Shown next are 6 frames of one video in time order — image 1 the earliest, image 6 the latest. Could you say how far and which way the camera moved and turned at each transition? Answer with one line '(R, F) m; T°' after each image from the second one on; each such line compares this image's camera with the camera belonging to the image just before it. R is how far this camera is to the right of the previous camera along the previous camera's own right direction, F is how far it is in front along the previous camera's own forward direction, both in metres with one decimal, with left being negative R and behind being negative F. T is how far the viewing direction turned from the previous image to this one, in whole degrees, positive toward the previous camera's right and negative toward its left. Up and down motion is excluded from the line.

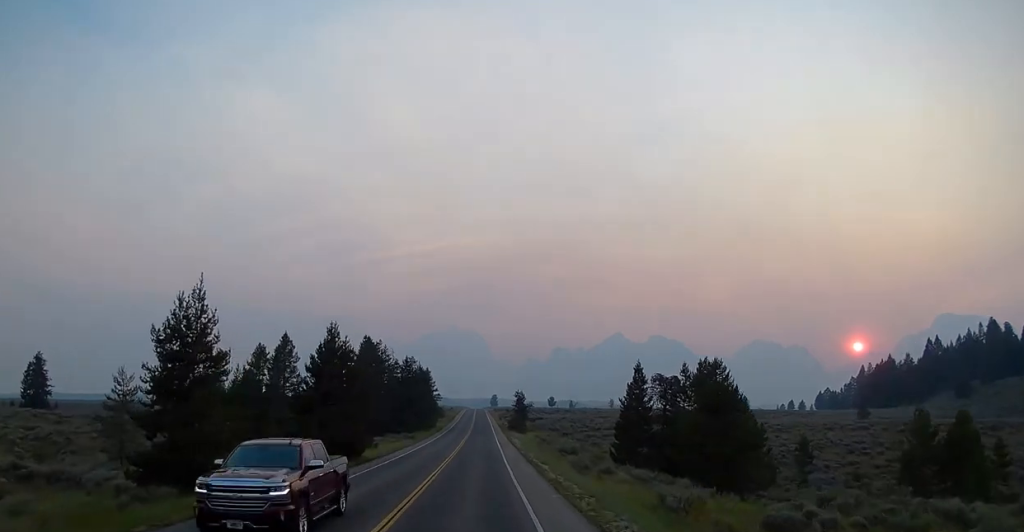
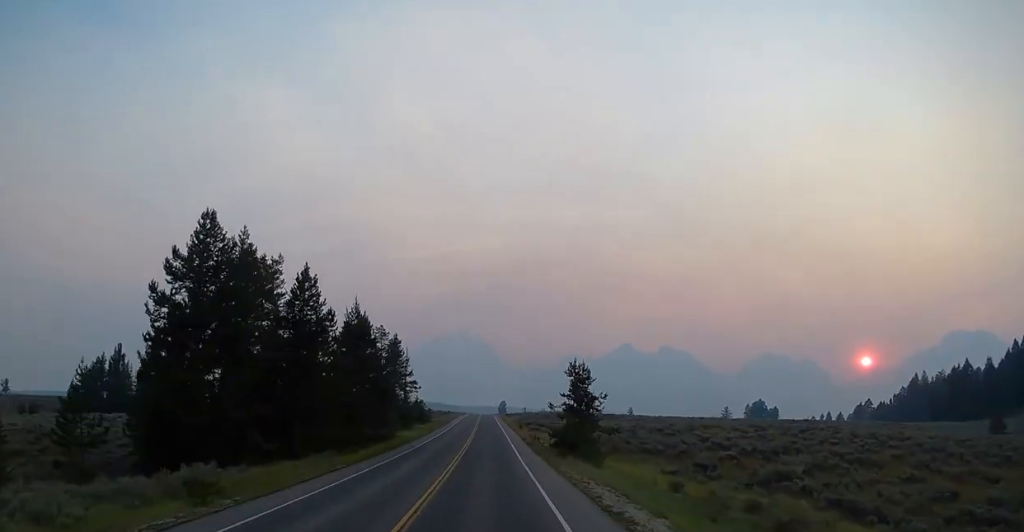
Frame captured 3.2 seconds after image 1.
(+0.4, +58.9) m; 0°
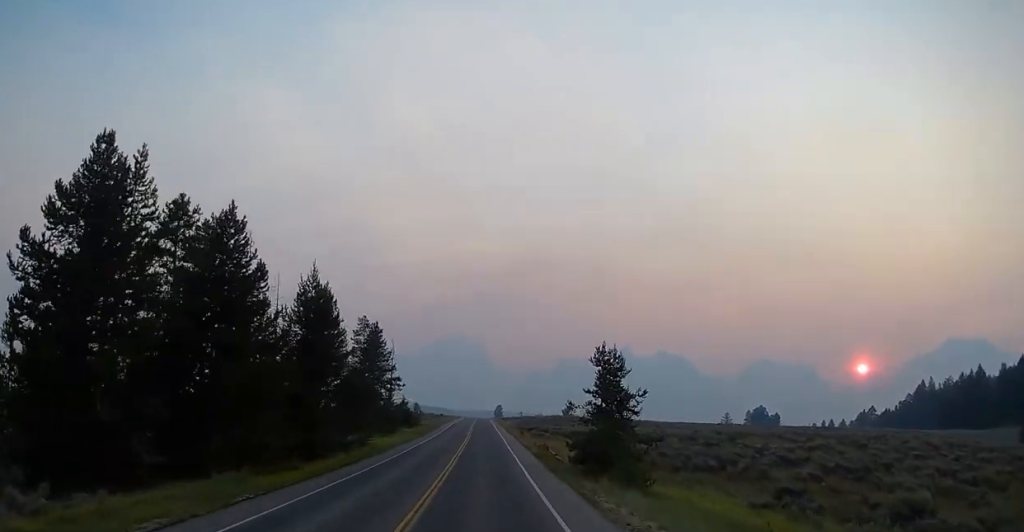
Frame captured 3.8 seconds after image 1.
(0.0, +11.2) m; 0°
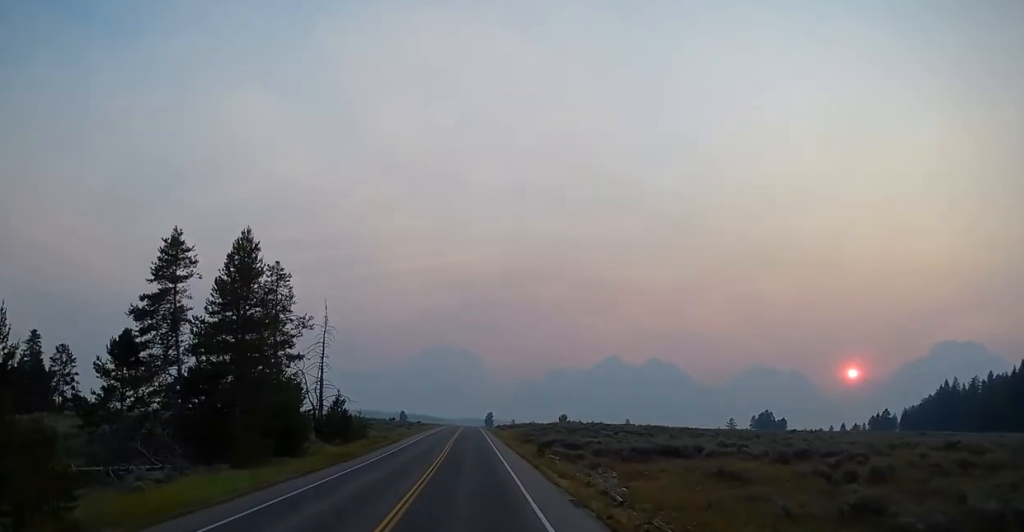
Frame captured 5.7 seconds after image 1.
(+0.1, +33.3) m; +1°
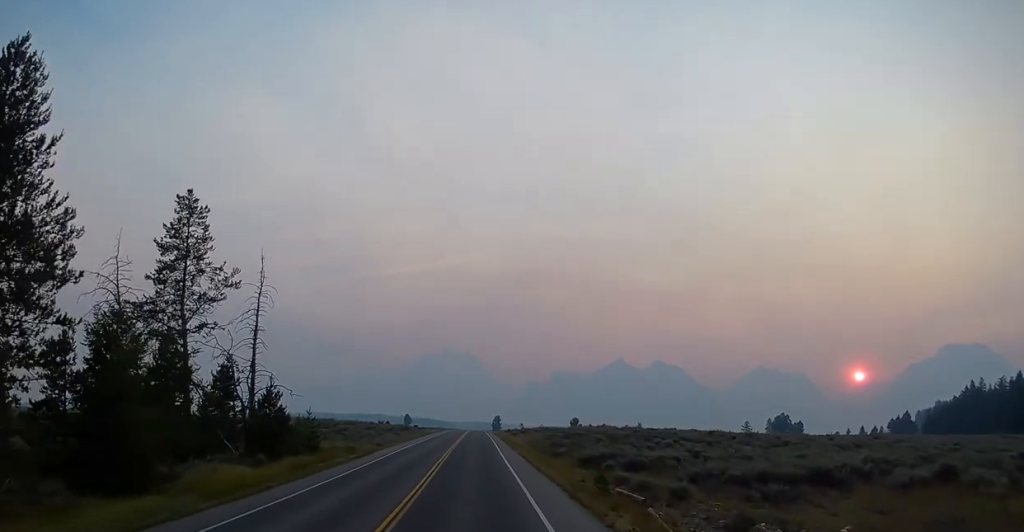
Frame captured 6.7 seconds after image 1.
(+0.2, +19.7) m; 0°
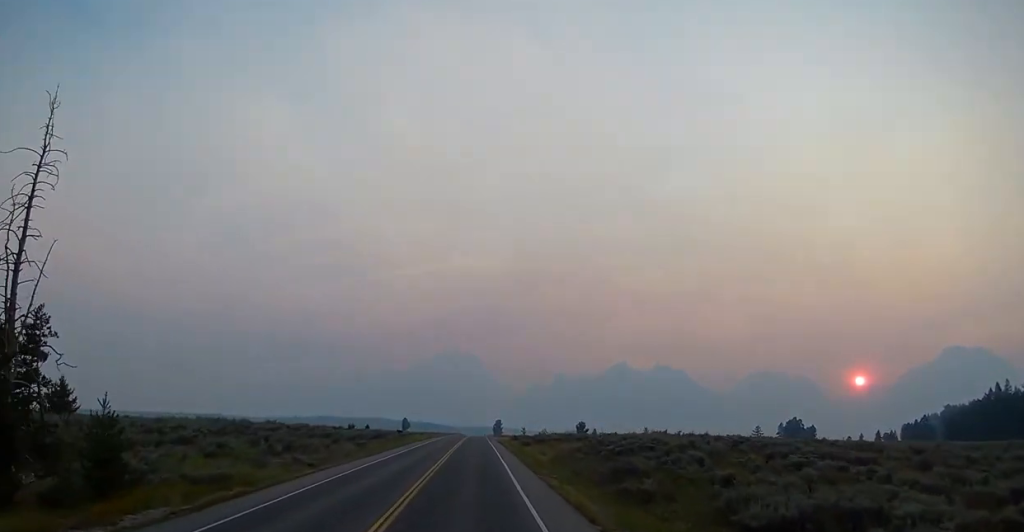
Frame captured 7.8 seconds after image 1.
(-0.1, +21.9) m; -1°
